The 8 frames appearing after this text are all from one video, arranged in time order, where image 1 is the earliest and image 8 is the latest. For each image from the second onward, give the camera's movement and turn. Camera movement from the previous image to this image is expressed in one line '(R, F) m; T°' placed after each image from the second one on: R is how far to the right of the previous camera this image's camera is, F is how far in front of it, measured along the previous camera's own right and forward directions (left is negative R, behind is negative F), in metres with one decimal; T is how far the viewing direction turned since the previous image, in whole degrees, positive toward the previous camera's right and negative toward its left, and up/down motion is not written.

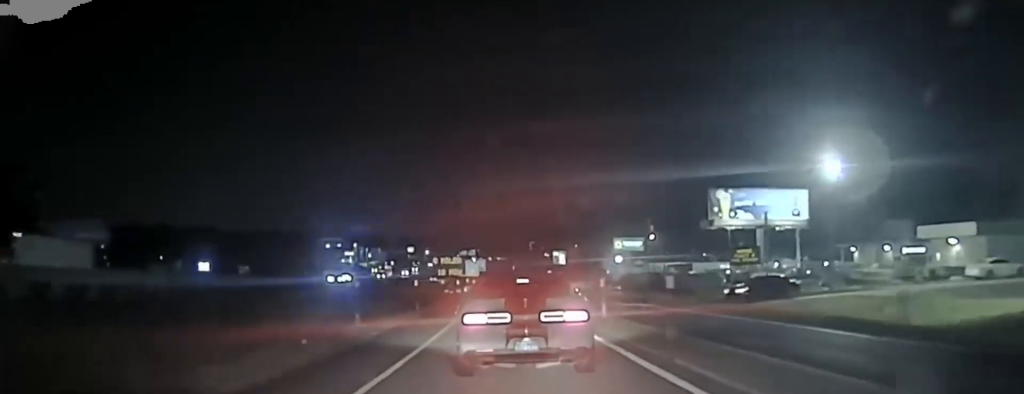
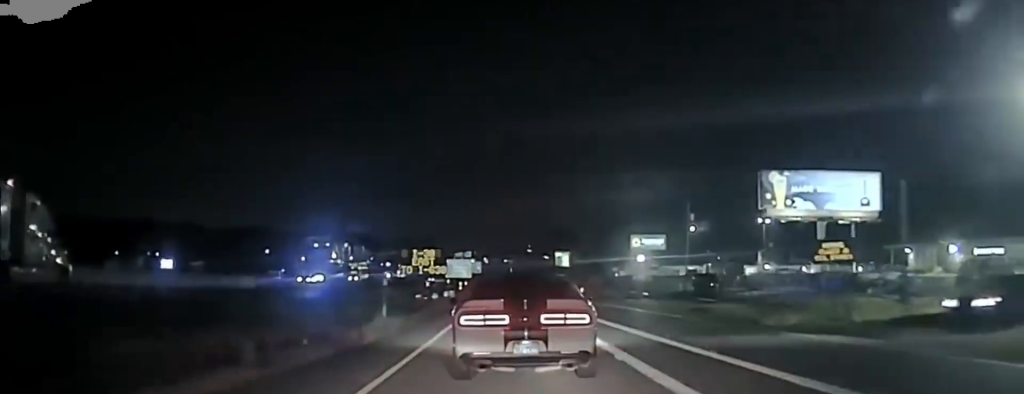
(+0.4, +25.2) m; +1°
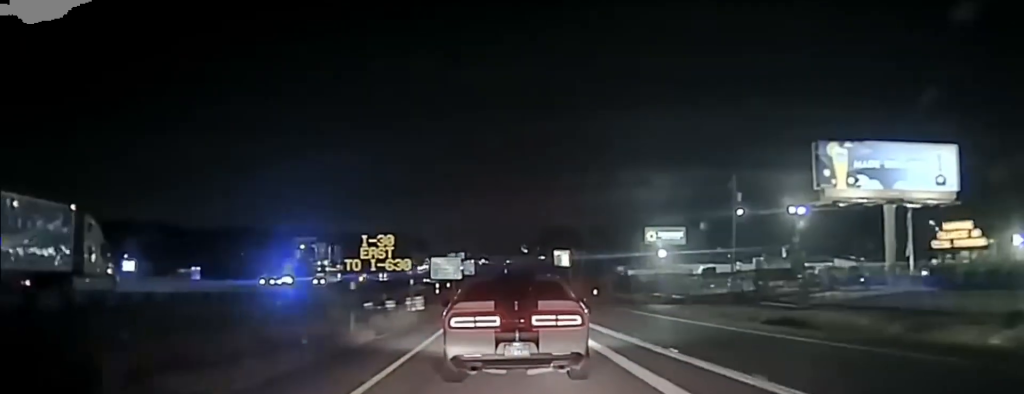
(-0.2, +20.0) m; 0°
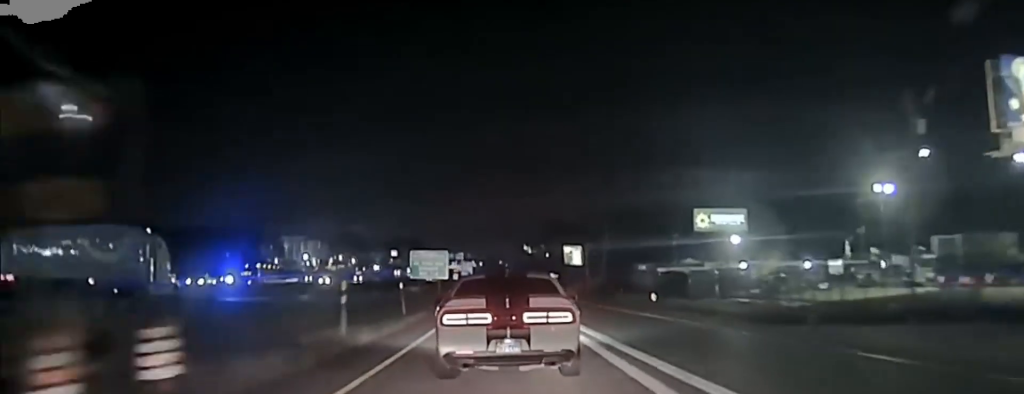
(+0.5, +30.7) m; +1°
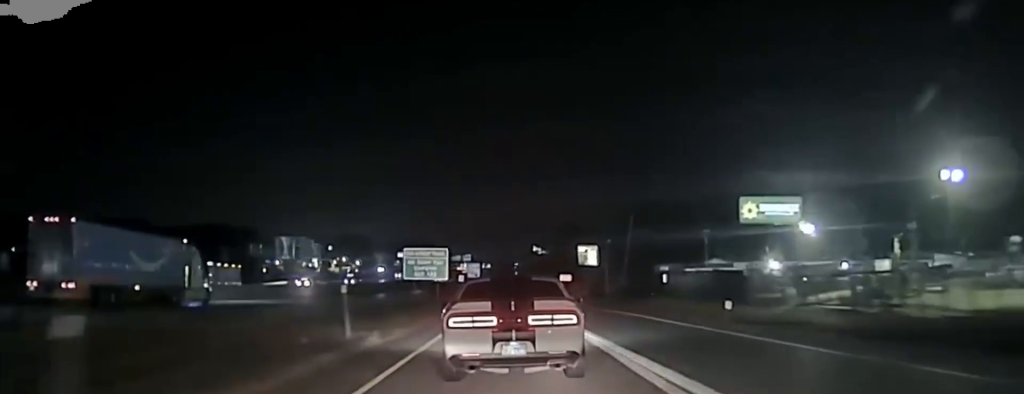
(0.0, +14.7) m; -1°
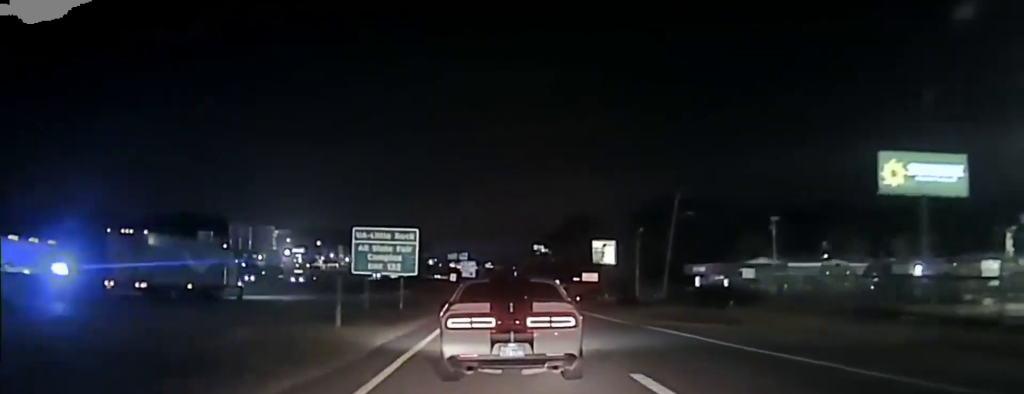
(-0.5, +29.1) m; -1°
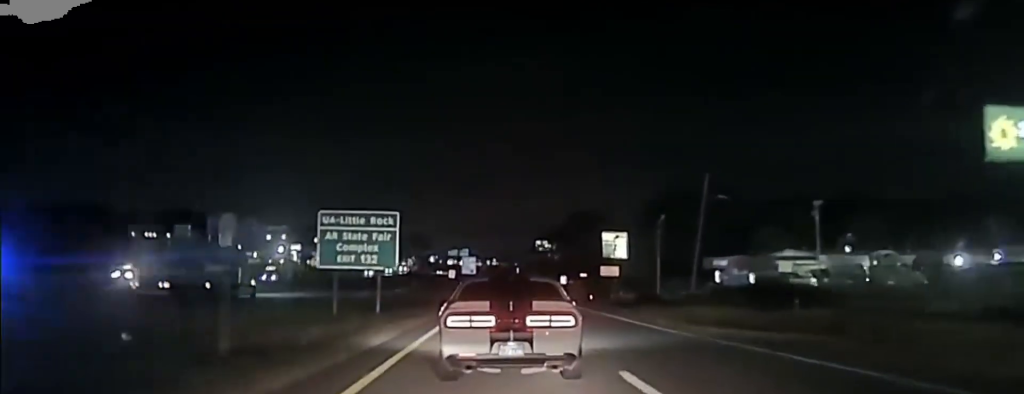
(0.0, +11.4) m; 0°
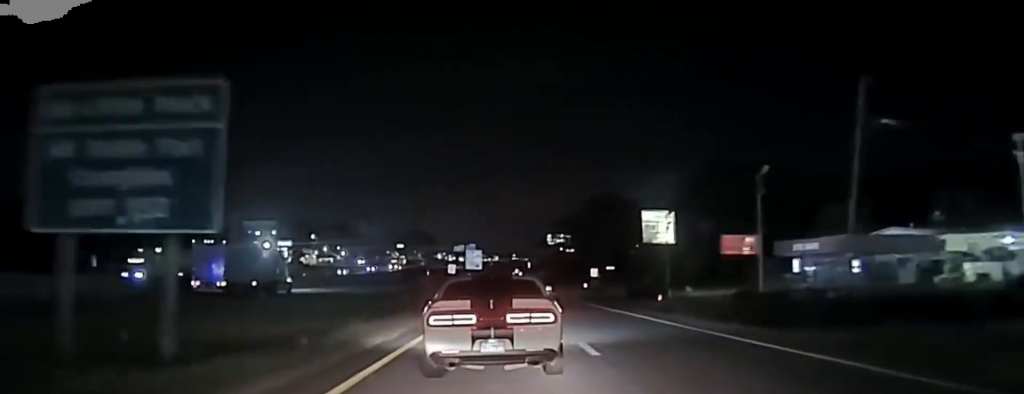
(0.0, +29.6) m; +1°
